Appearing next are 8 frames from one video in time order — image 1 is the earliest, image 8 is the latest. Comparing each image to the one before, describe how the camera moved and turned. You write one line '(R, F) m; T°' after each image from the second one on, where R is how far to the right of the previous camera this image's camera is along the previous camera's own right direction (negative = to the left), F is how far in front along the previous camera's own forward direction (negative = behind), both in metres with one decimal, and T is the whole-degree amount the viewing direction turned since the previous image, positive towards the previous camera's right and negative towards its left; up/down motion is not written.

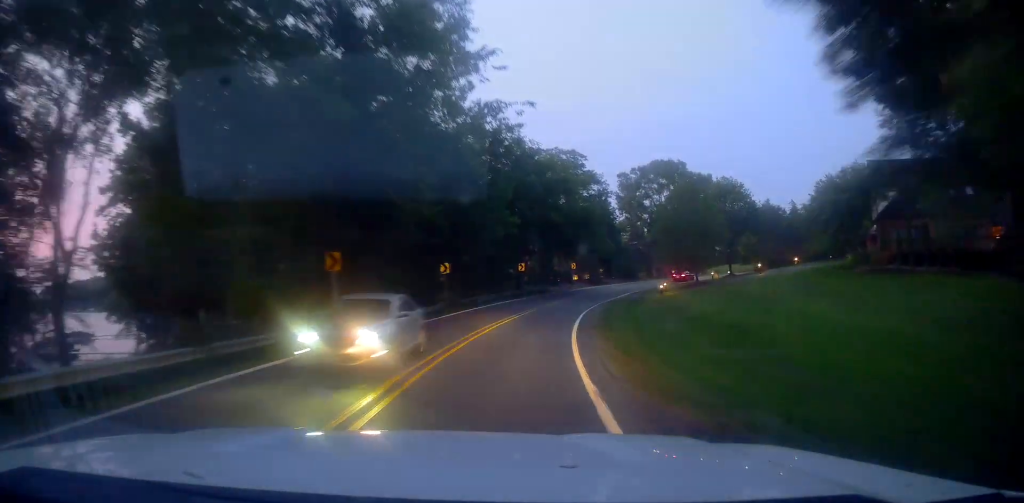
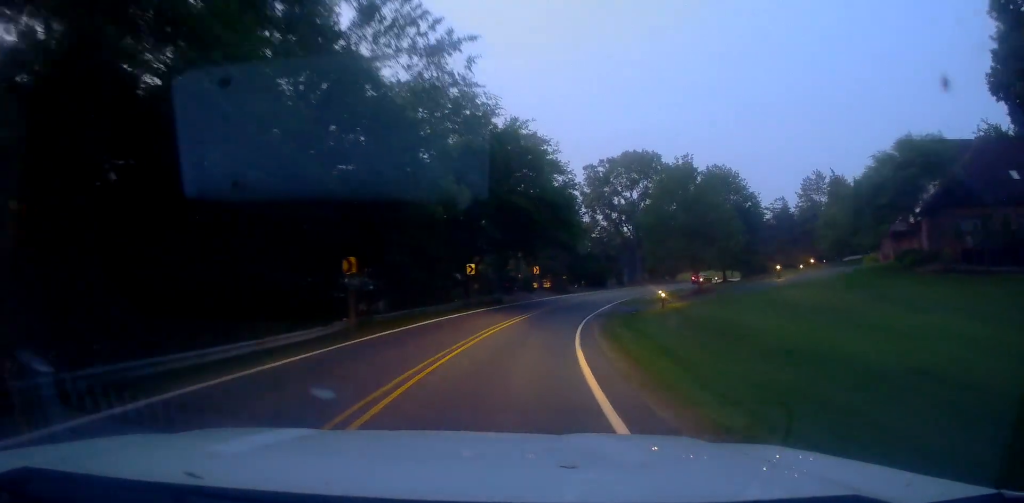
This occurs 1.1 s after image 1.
(+0.7, +13.1) m; +5°
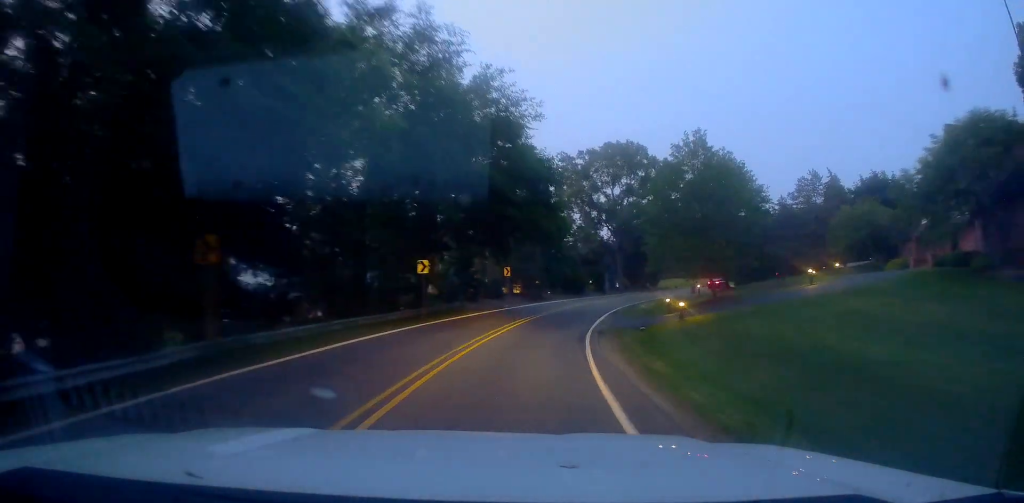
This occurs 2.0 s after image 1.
(+0.2, +9.9) m; +2°
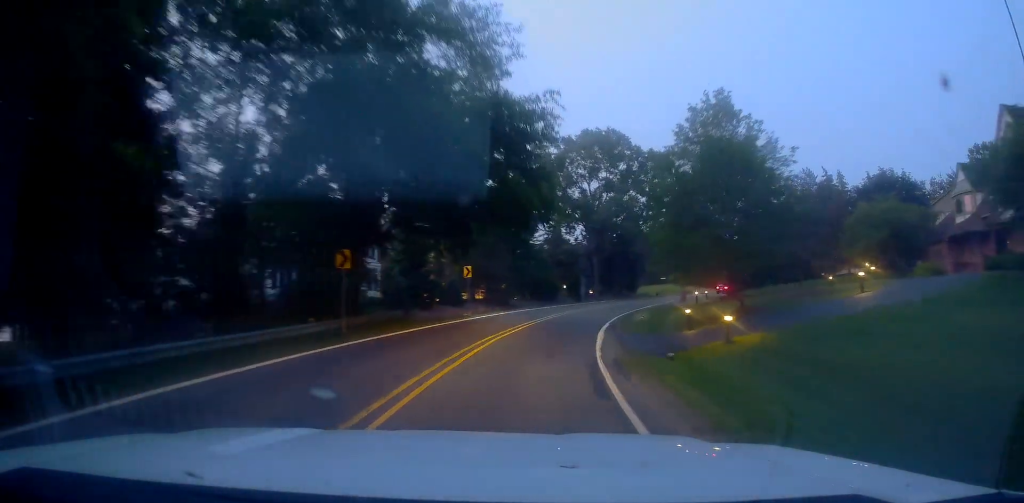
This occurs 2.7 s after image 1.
(+0.1, +9.3) m; +3°
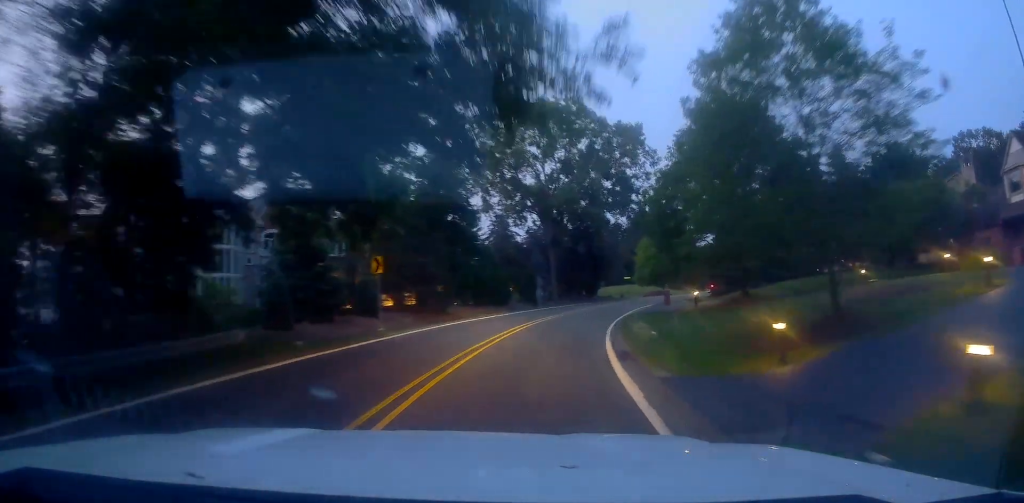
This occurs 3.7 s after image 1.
(+0.5, +12.4) m; +5°
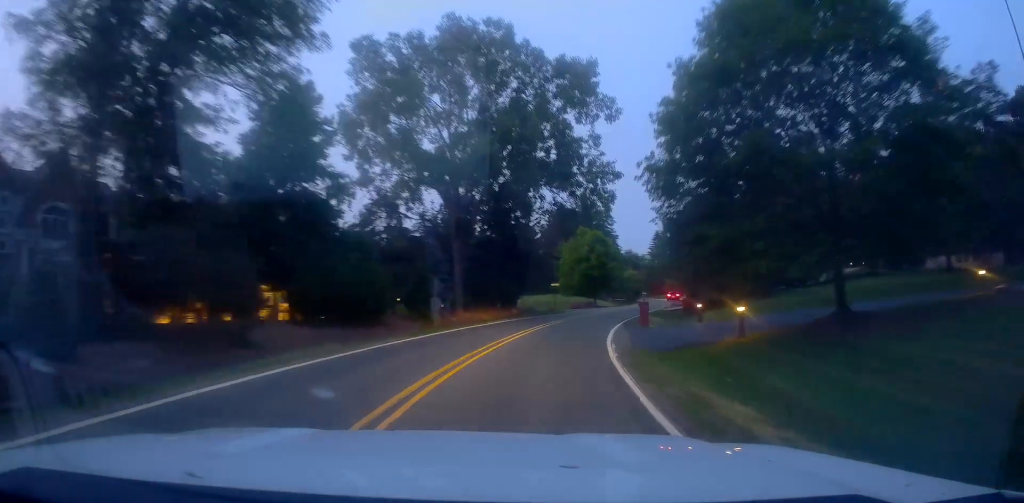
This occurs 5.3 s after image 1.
(+1.3, +19.2) m; +7°
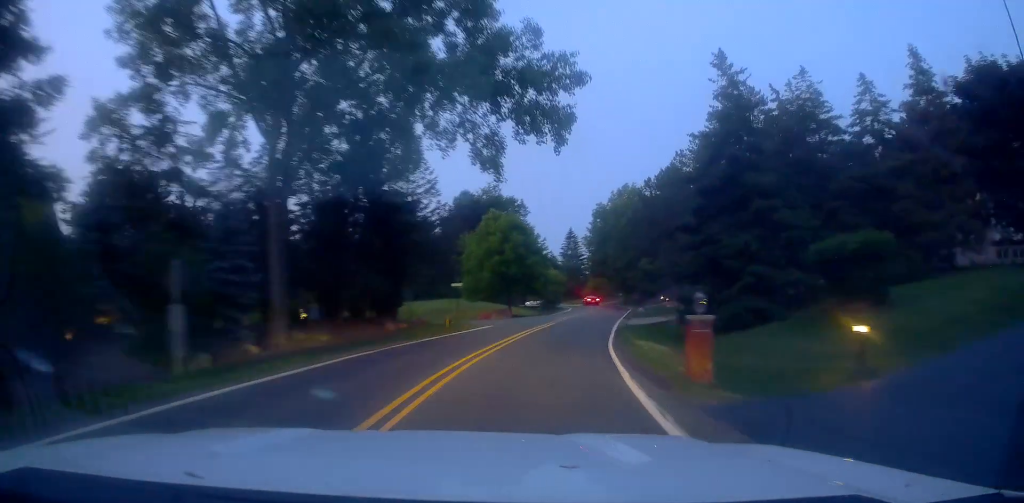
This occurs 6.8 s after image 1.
(+1.8, +18.8) m; +11°
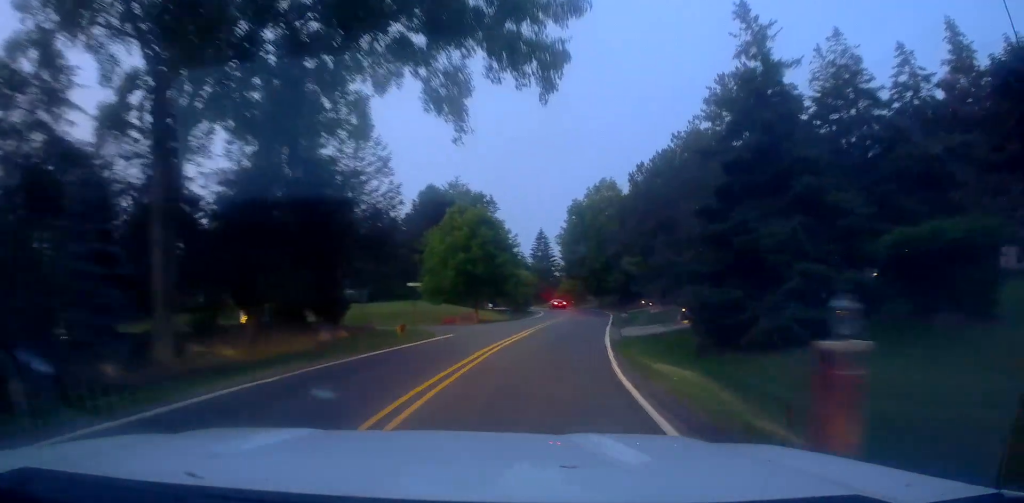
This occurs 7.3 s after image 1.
(+0.3, +6.1) m; +3°
